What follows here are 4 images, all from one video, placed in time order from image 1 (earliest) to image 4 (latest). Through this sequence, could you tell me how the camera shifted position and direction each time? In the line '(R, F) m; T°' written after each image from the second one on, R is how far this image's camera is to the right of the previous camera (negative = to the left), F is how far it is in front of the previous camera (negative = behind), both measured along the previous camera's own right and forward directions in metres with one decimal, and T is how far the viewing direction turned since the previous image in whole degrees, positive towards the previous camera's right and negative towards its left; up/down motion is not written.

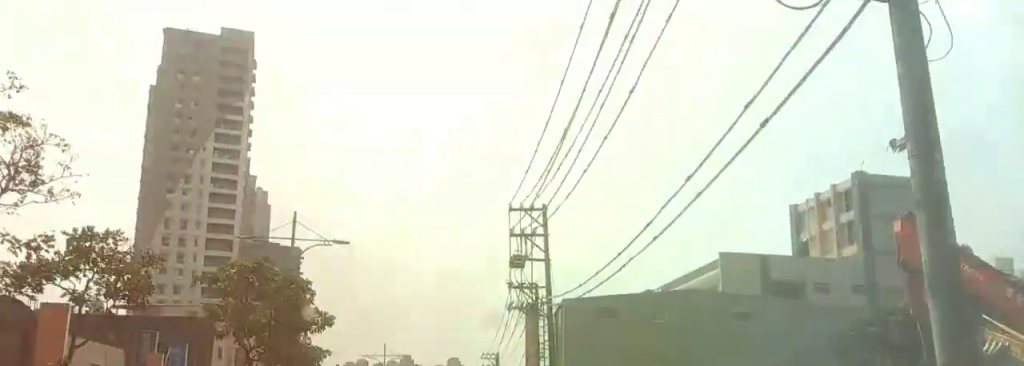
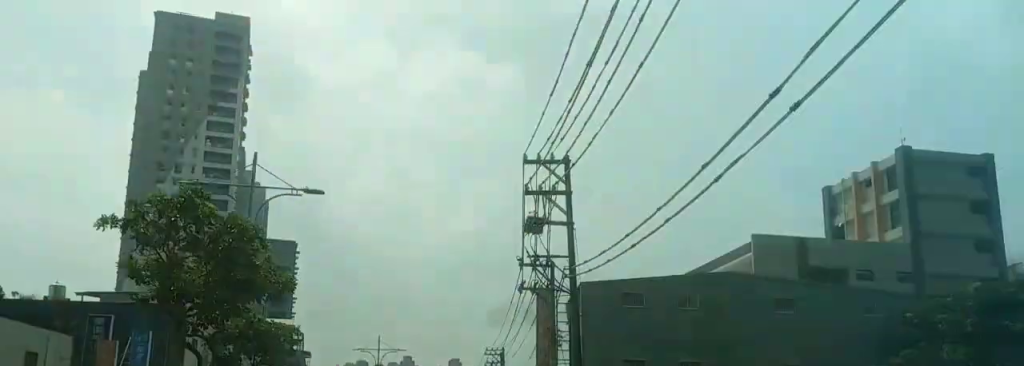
(0.0, +6.8) m; 0°
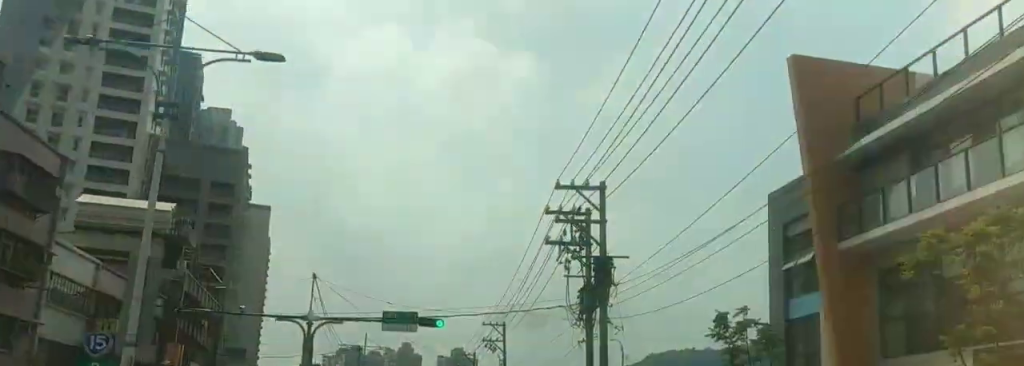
(-1.4, +48.7) m; -1°
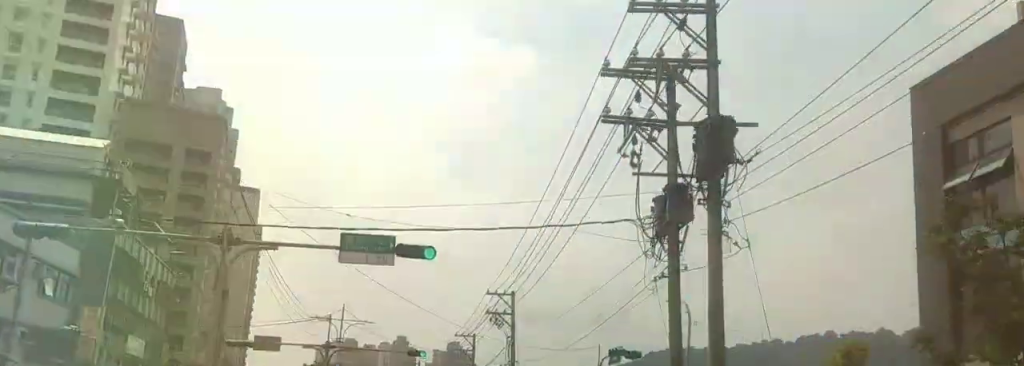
(+0.8, +11.2) m; +3°
